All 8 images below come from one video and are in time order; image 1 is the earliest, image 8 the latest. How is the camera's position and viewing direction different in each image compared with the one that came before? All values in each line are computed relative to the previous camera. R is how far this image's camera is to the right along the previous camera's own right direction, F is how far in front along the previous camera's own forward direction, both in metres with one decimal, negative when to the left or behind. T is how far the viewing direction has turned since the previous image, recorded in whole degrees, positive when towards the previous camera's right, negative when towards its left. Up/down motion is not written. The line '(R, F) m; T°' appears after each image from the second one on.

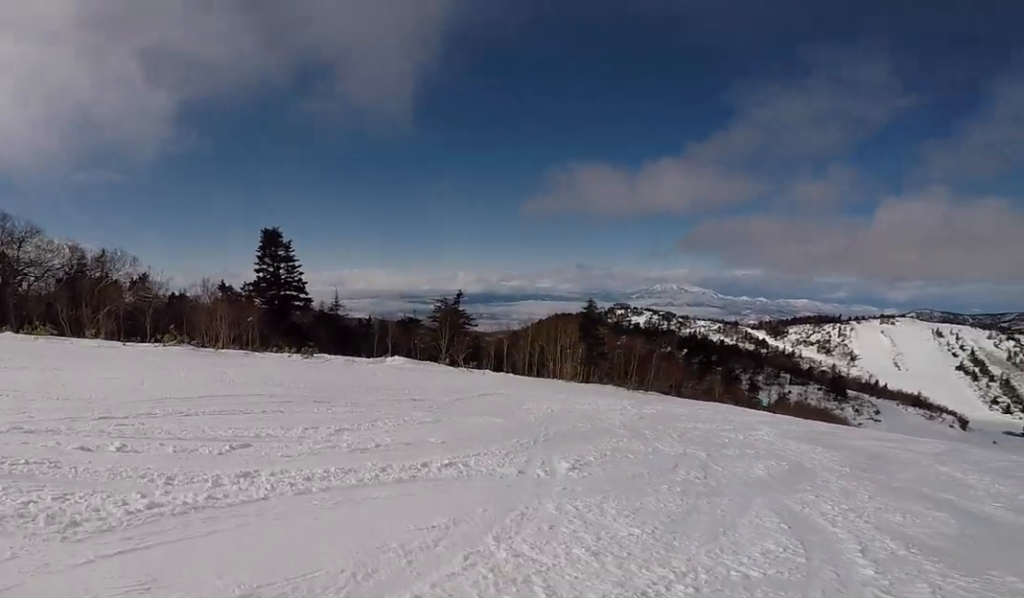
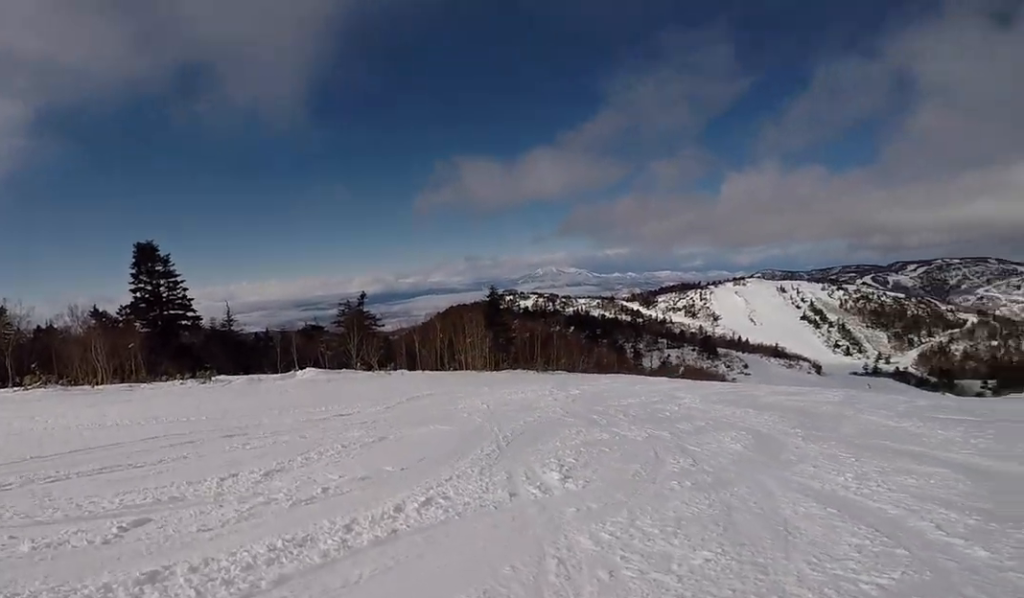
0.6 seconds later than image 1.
(-0.1, +1.9) m; +2°
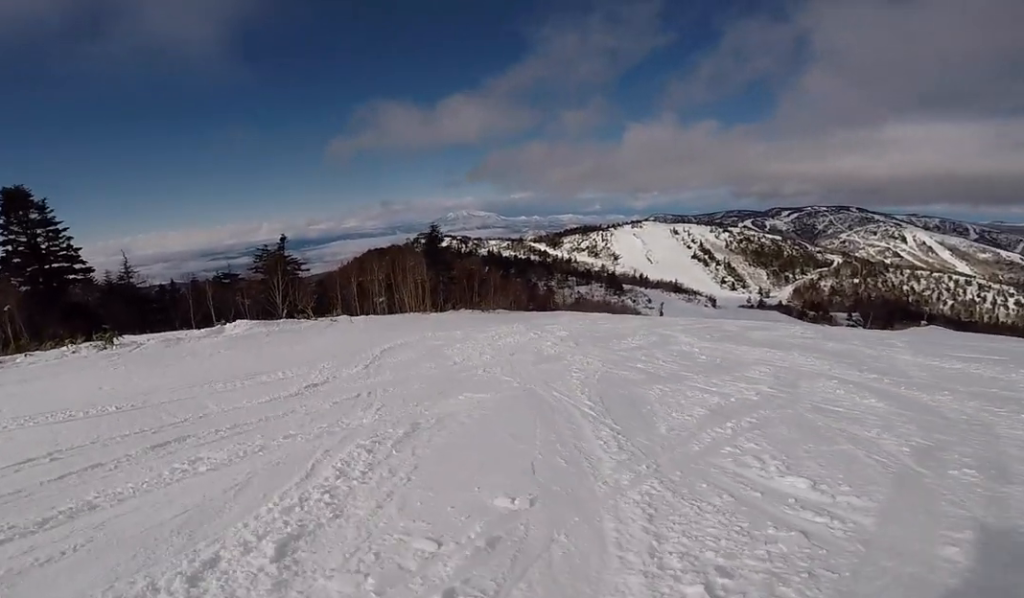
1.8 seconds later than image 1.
(+0.2, +3.7) m; +14°
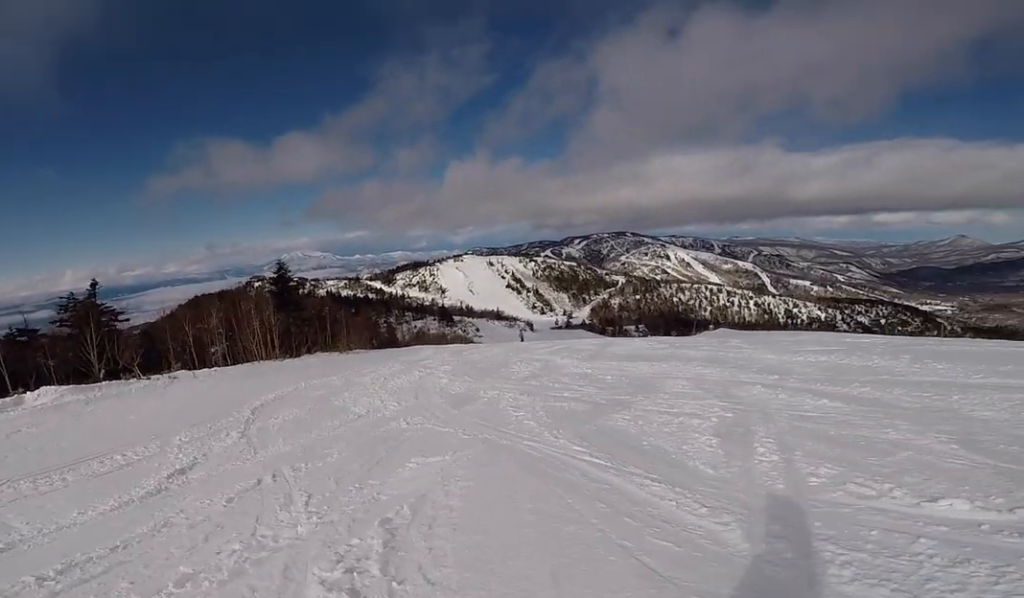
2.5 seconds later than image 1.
(+0.3, +2.0) m; +14°
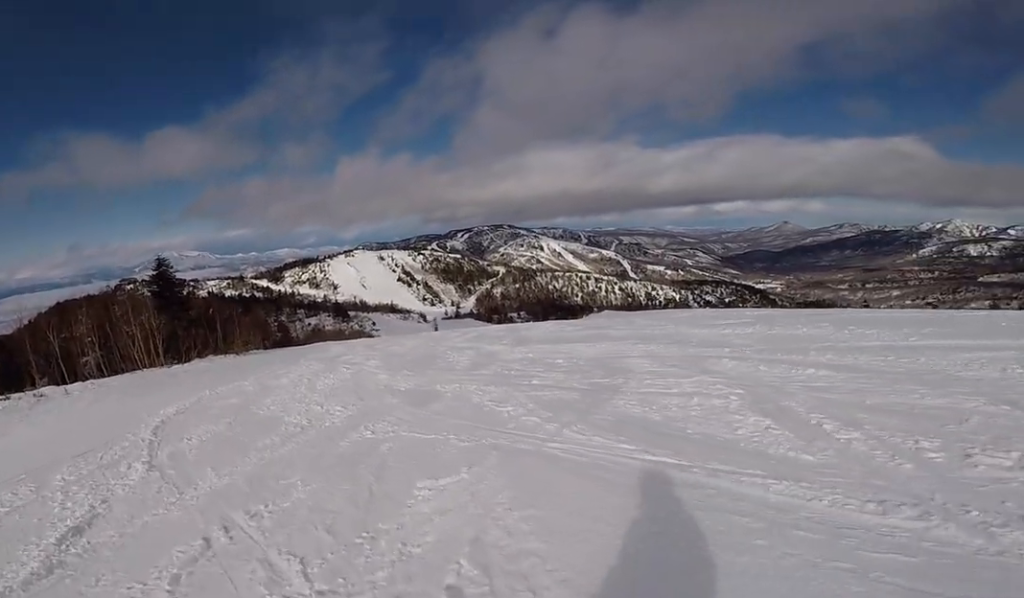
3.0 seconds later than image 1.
(0.0, +1.3) m; +10°
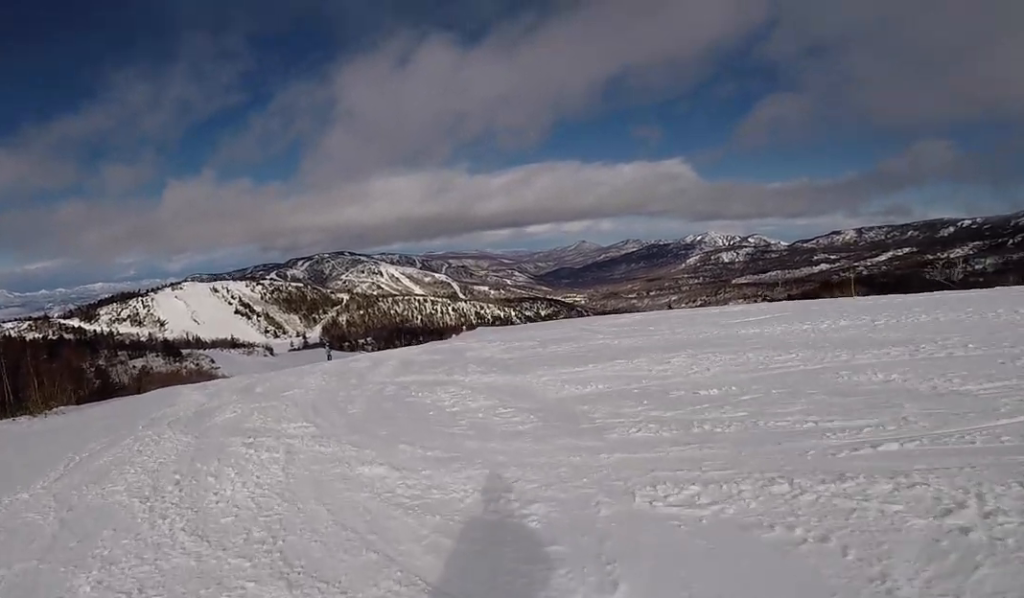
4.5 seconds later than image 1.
(+1.4, +4.5) m; +29°
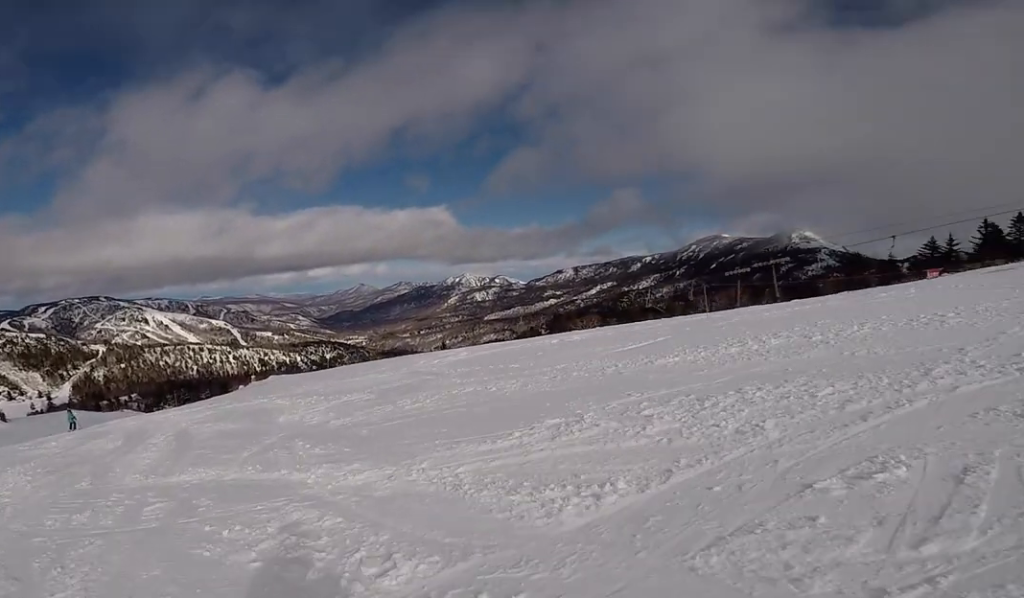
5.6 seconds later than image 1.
(+0.4, +3.8) m; +7°
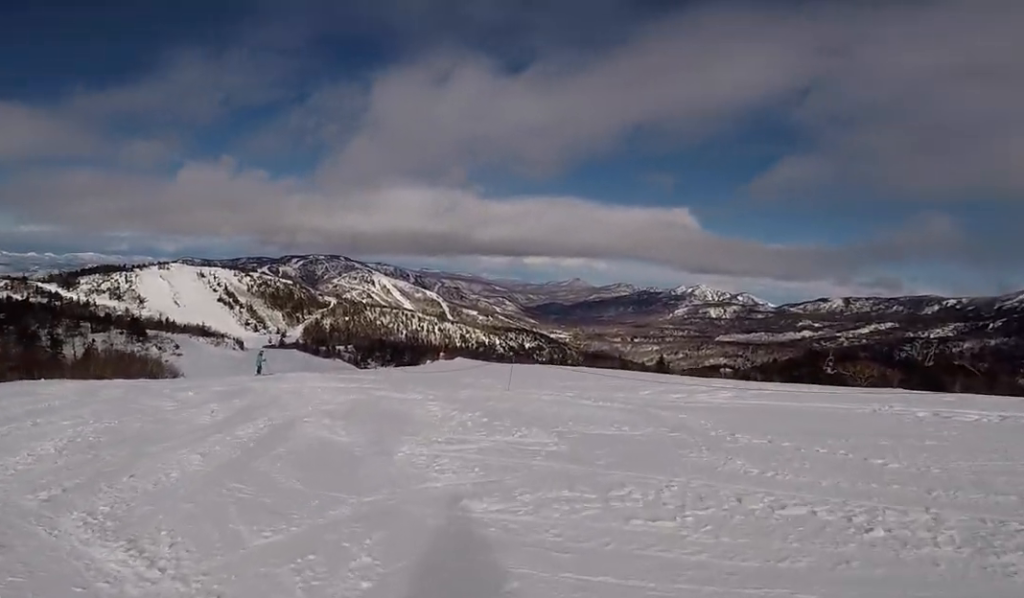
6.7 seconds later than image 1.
(0.0, +4.1) m; -7°
